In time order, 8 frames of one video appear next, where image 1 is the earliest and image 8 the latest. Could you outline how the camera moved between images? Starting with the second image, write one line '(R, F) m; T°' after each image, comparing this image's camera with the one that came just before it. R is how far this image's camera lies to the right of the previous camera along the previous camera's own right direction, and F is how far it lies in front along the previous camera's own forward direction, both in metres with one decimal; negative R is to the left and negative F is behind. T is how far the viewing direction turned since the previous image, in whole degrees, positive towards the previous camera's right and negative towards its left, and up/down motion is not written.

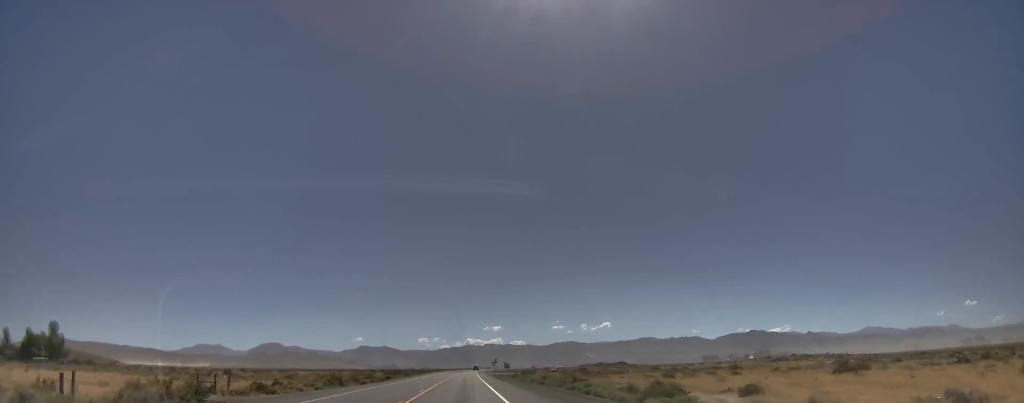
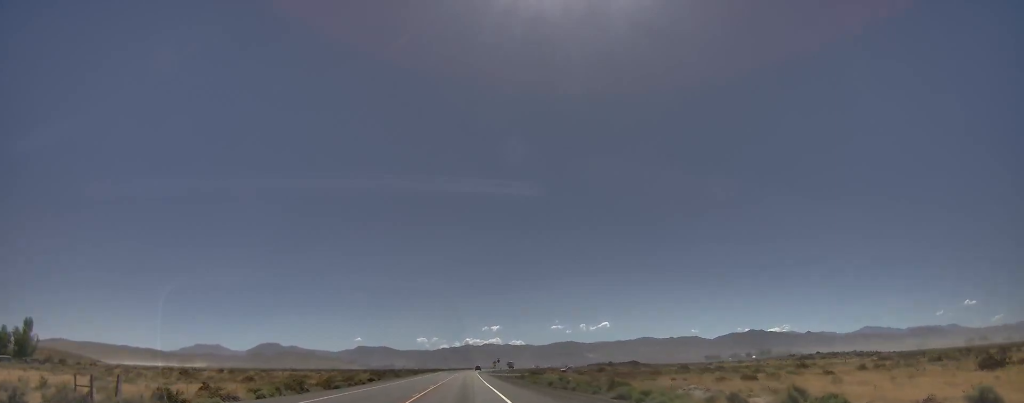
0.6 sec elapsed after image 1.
(0.0, +17.1) m; 0°
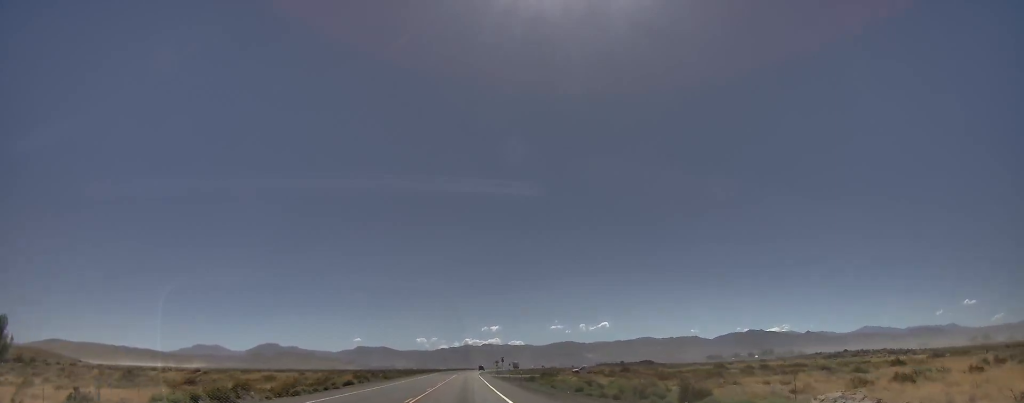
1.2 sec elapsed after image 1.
(+0.1, +16.2) m; -1°
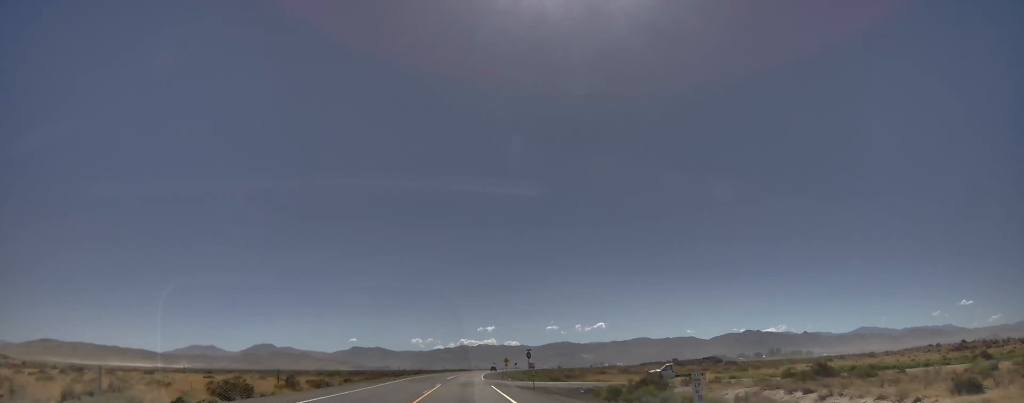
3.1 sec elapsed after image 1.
(+0.3, +51.5) m; 0°
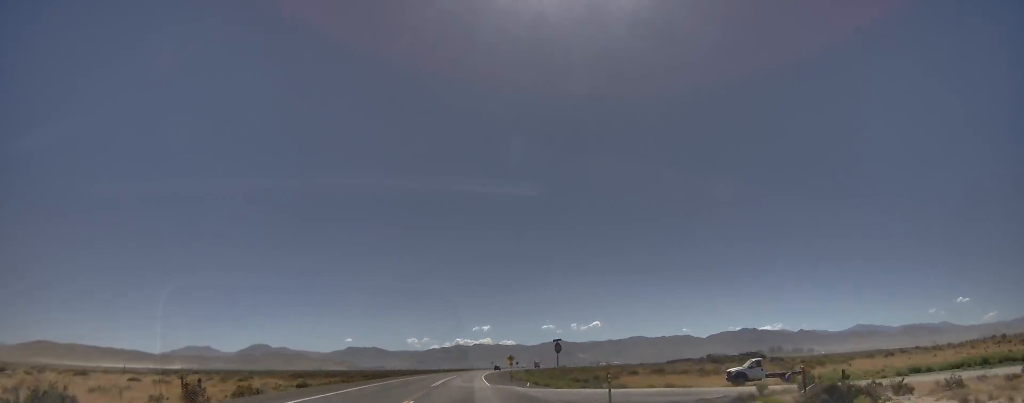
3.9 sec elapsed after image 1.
(-0.4, +21.7) m; -2°
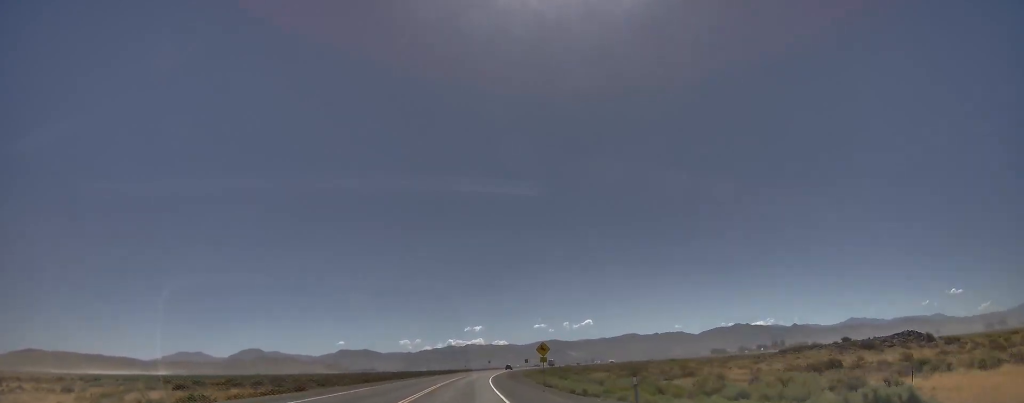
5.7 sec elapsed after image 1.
(-0.5, +48.7) m; 0°
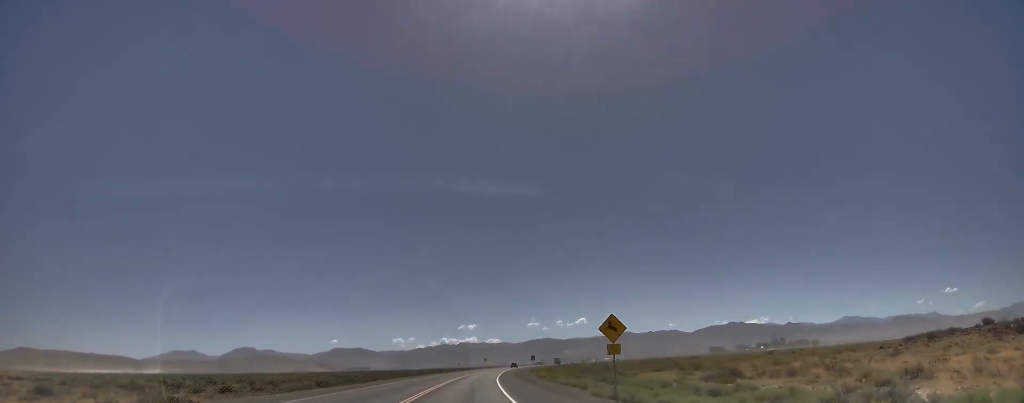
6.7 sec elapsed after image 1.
(0.0, +26.3) m; 0°
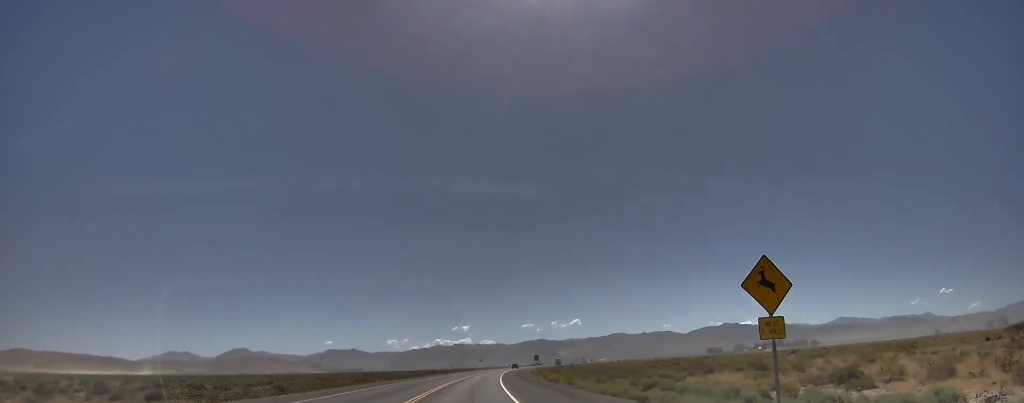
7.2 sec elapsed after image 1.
(-0.3, +14.5) m; 0°
